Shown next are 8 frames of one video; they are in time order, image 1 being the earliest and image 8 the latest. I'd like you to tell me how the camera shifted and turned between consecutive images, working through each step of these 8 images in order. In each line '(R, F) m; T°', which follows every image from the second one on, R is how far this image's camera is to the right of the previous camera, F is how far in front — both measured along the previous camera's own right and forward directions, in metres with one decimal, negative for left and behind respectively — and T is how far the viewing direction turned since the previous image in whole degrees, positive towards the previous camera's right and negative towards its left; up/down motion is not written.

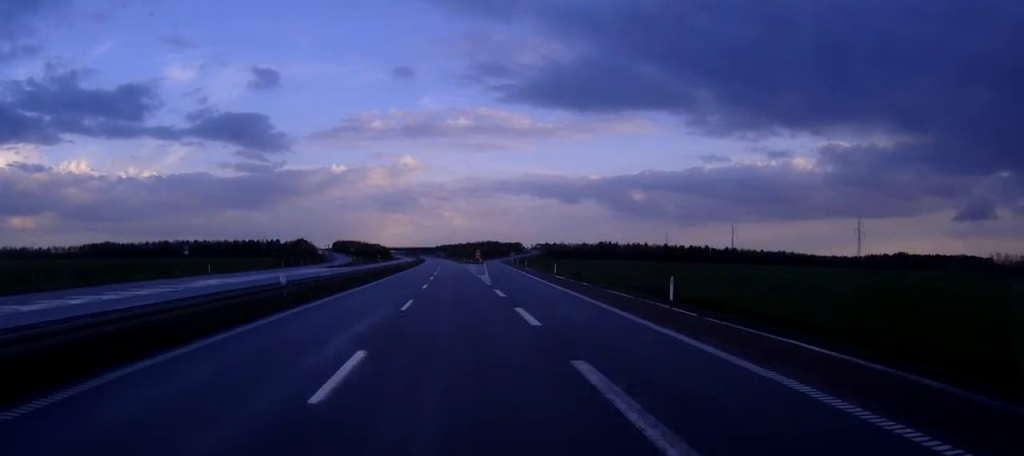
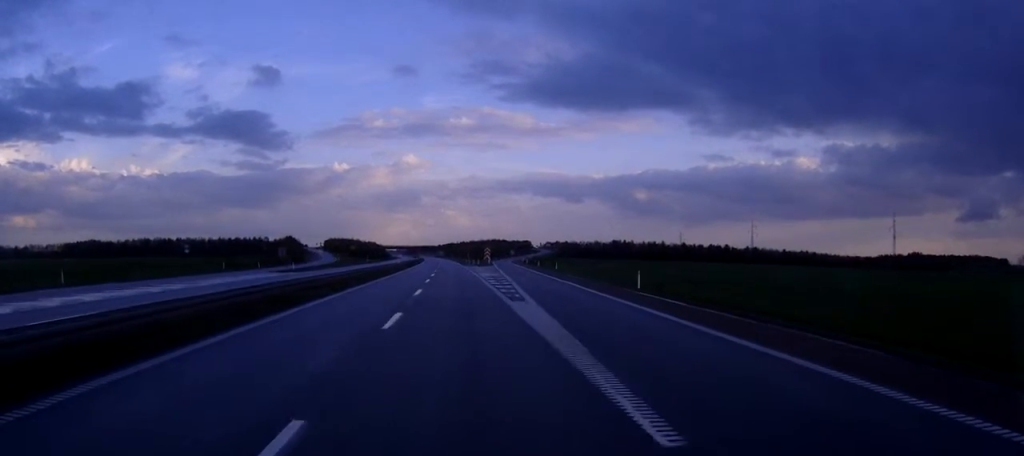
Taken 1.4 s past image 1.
(0.0, +35.9) m; 0°
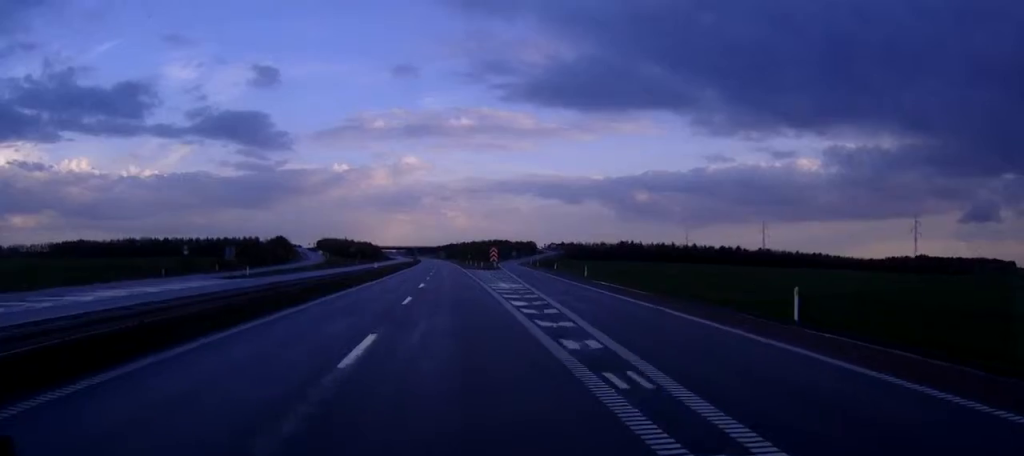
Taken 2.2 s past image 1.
(0.0, +21.4) m; 0°
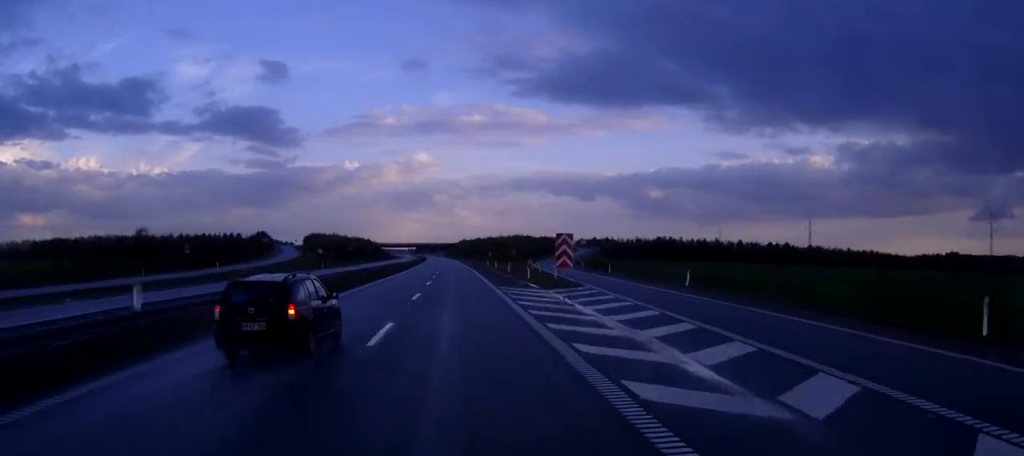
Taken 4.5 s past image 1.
(-0.4, +57.4) m; -1°
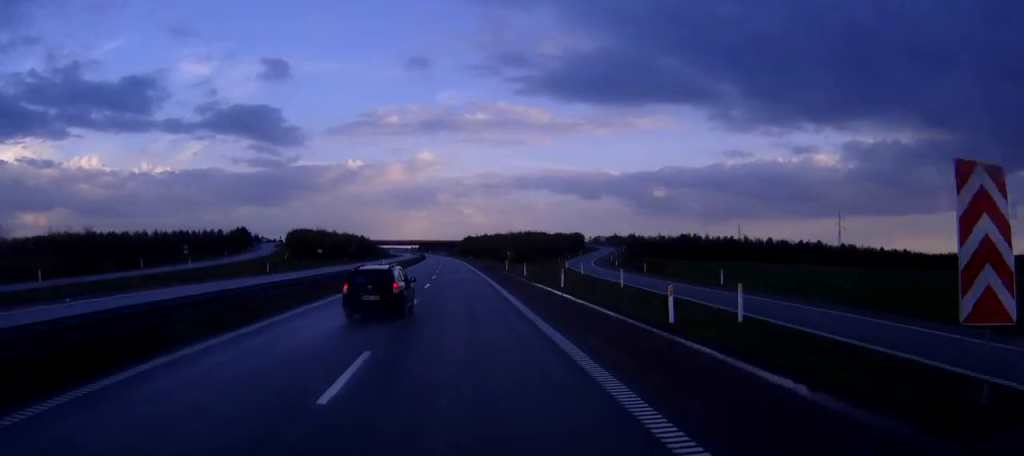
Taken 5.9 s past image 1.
(-0.1, +36.1) m; 0°
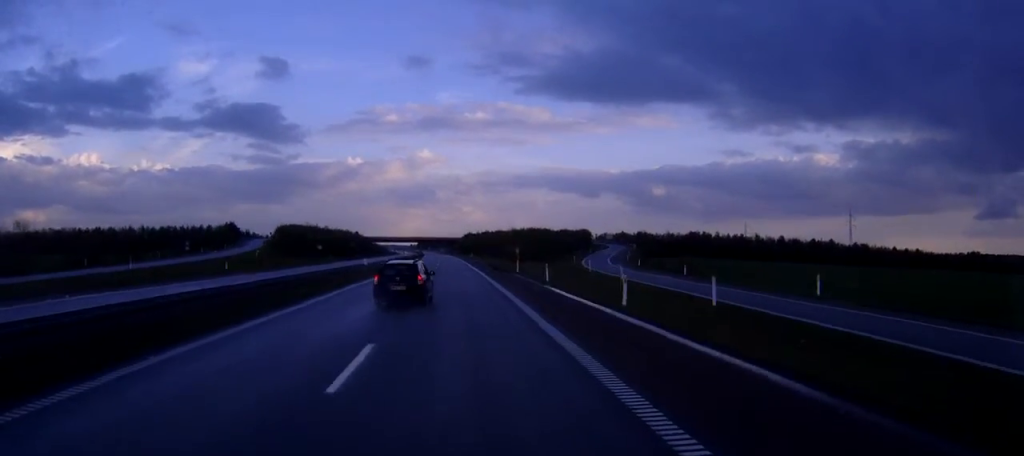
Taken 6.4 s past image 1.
(0.0, +14.5) m; 0°
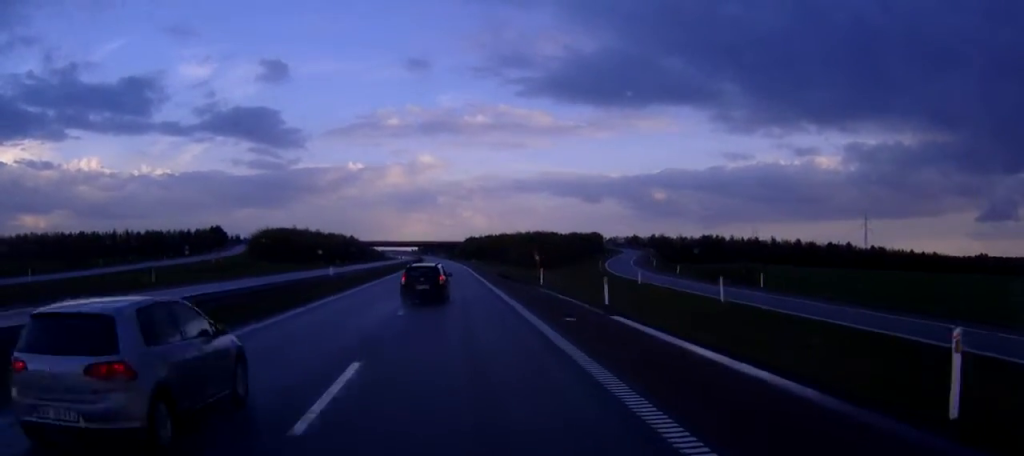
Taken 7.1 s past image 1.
(0.0, +17.1) m; 0°
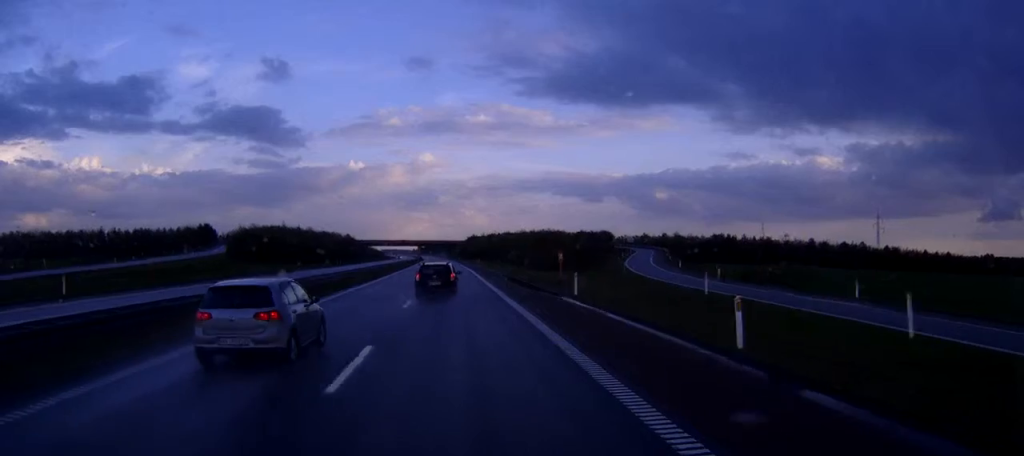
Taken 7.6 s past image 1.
(0.0, +12.8) m; 0°
